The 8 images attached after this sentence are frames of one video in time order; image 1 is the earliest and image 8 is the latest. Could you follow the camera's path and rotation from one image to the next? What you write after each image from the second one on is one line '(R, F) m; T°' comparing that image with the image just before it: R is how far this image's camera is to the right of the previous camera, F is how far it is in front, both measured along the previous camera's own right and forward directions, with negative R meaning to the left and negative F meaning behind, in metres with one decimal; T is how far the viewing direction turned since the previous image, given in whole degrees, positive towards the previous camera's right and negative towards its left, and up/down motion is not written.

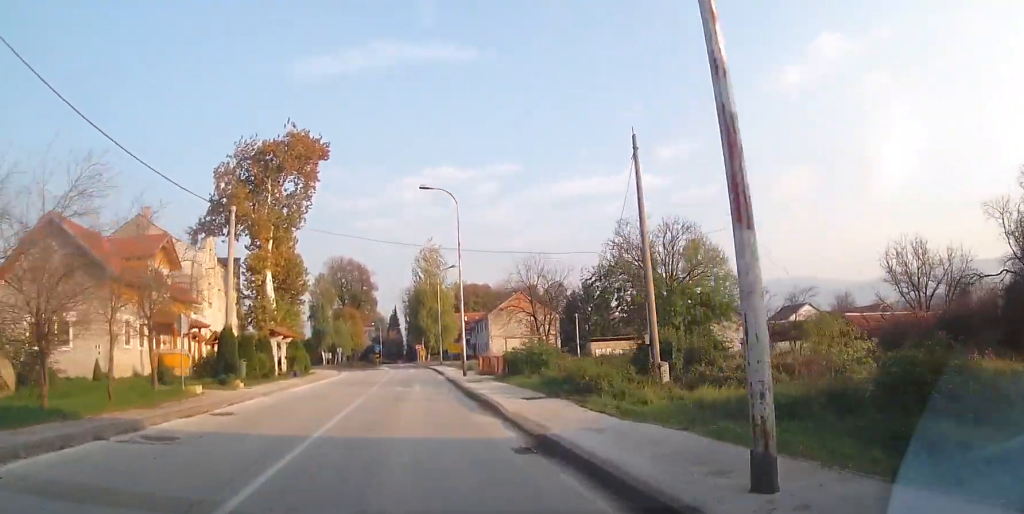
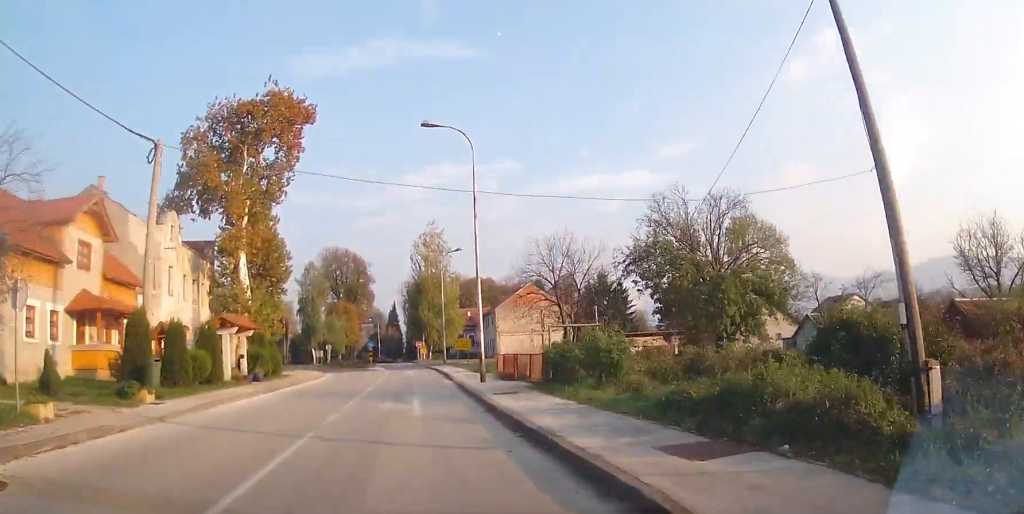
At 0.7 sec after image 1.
(+0.1, +9.1) m; +1°
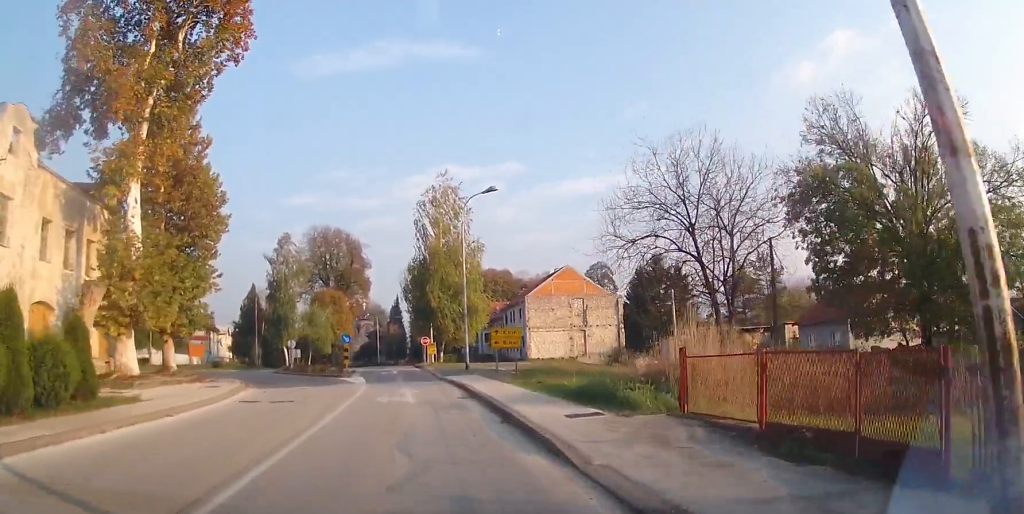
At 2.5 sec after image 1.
(-0.1, +21.6) m; -1°
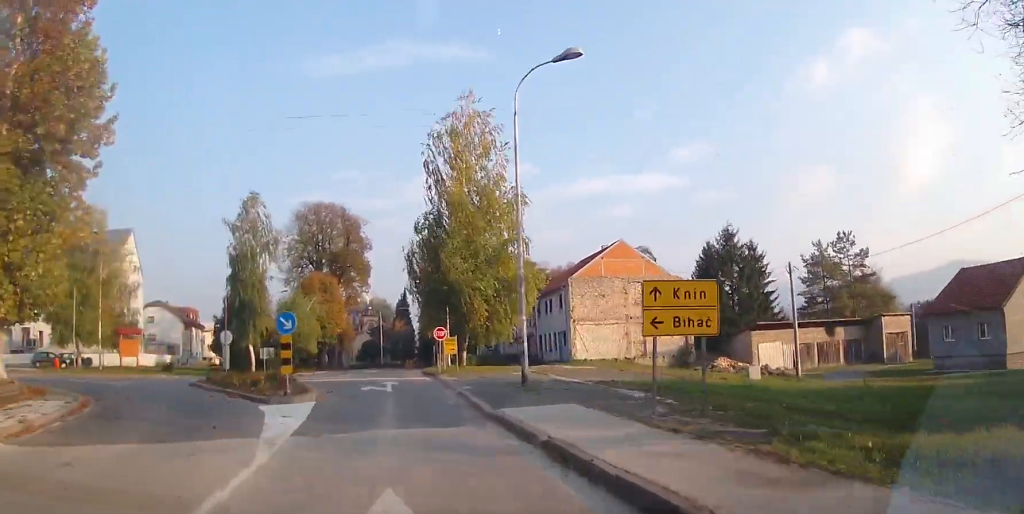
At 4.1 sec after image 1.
(-0.2, +17.3) m; -3°
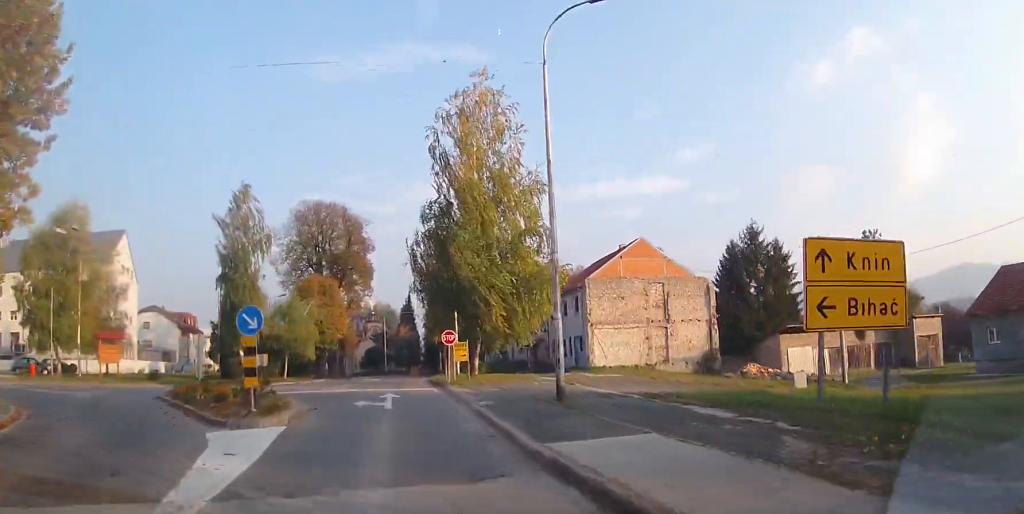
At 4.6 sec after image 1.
(-0.3, +4.3) m; -1°
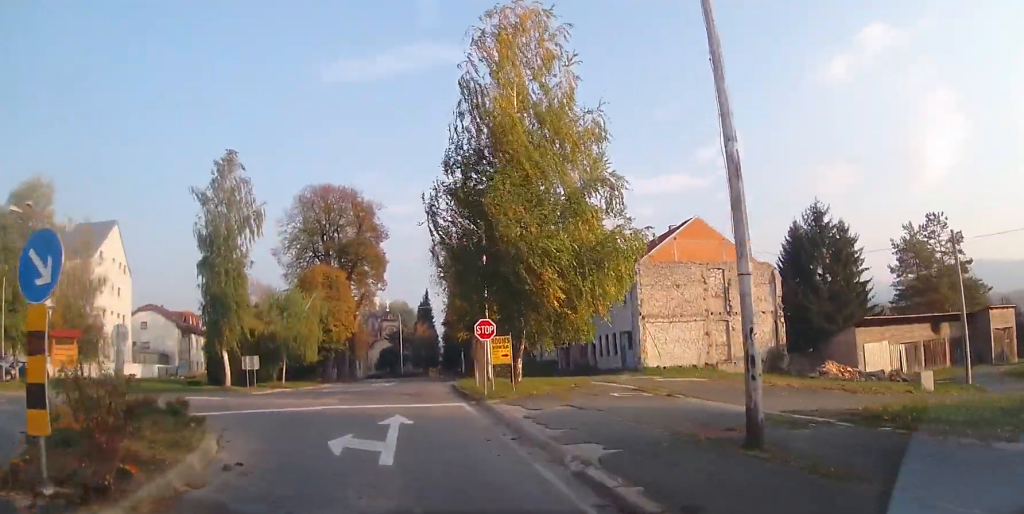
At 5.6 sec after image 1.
(+0.1, +8.6) m; +2°
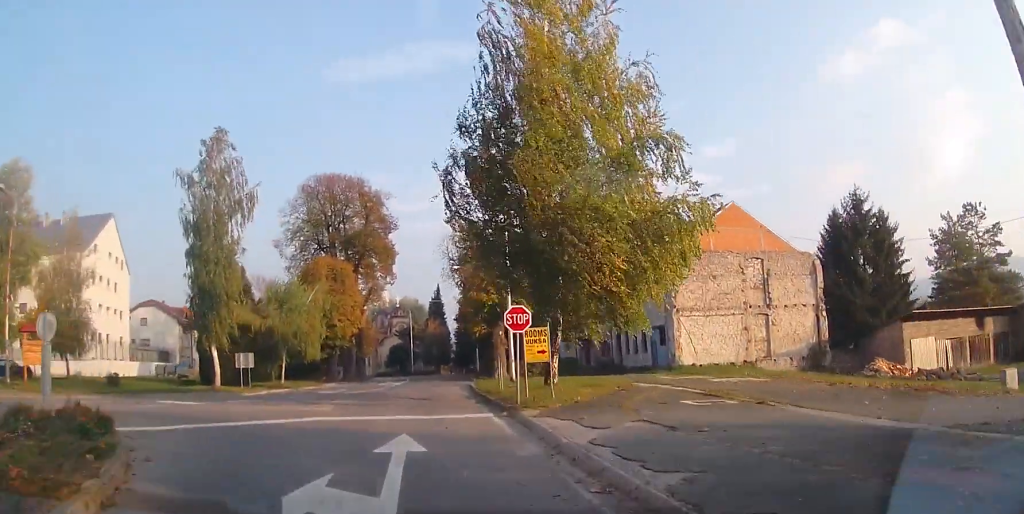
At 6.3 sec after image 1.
(0.0, +4.2) m; -1°
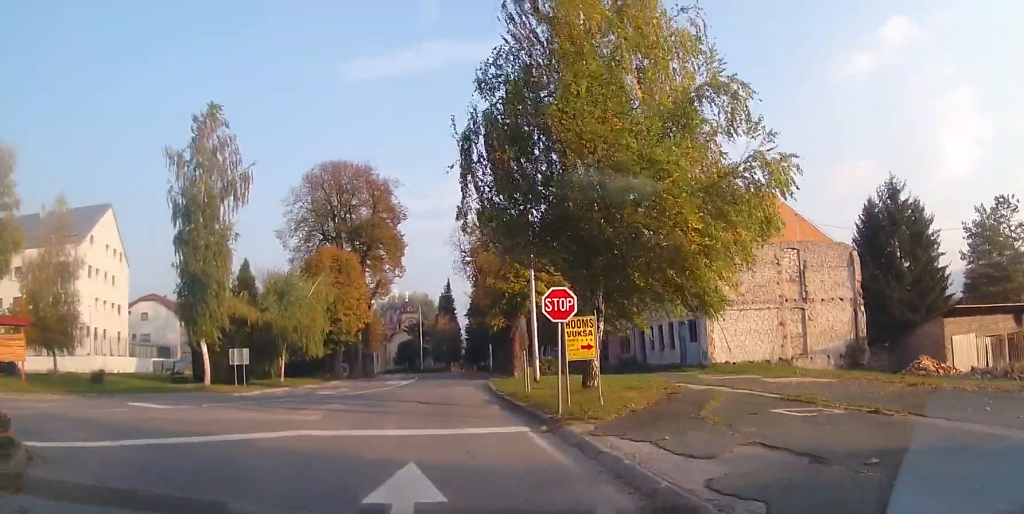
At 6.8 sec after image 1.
(+0.1, +3.4) m; -1°
